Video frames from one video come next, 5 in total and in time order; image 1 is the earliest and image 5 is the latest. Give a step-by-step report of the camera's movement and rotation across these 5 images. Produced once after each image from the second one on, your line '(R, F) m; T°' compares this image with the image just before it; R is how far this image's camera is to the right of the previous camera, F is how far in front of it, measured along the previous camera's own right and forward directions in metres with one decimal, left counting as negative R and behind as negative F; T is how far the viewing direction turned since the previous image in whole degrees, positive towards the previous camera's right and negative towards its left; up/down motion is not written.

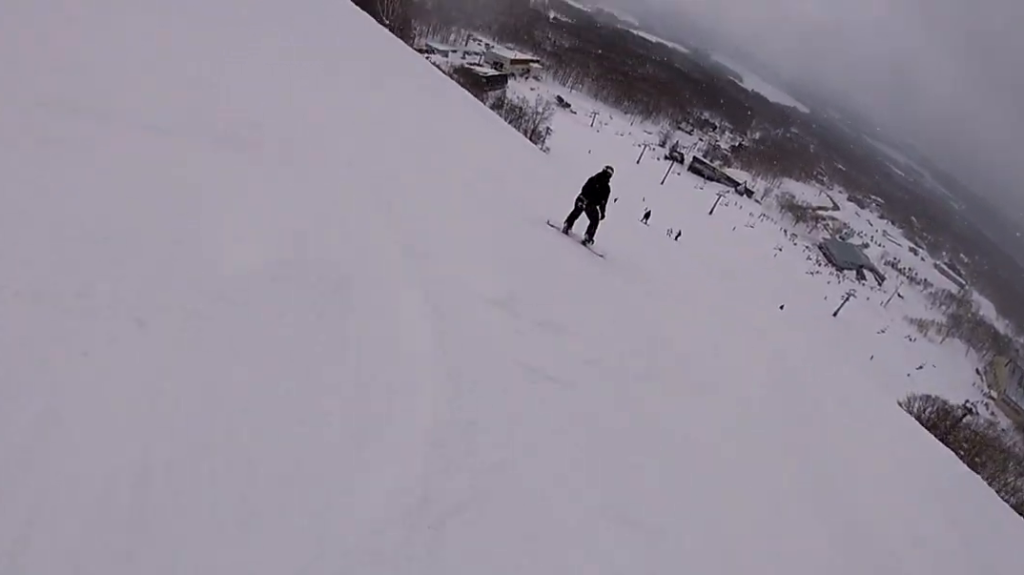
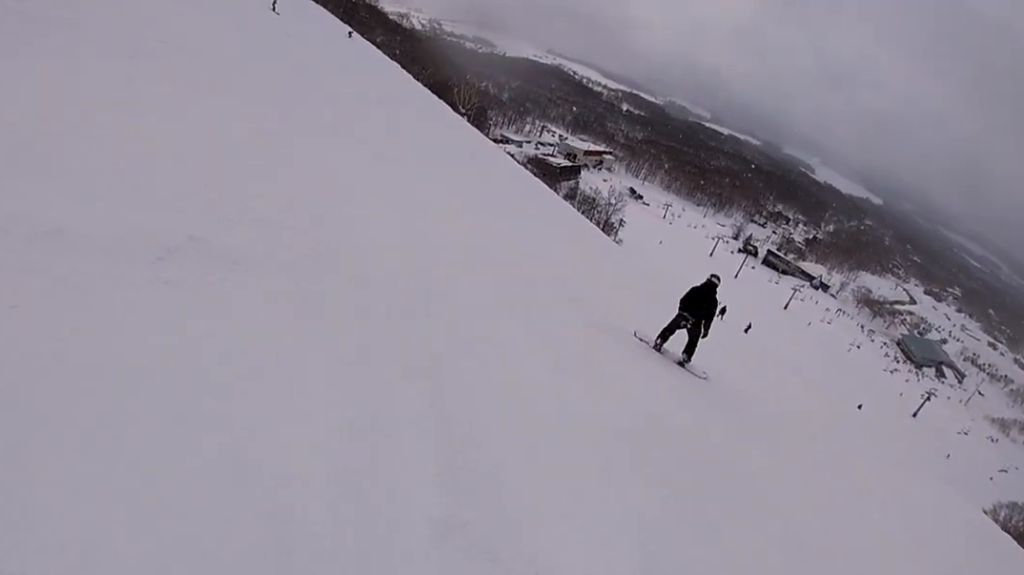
(-0.2, +2.3) m; -13°
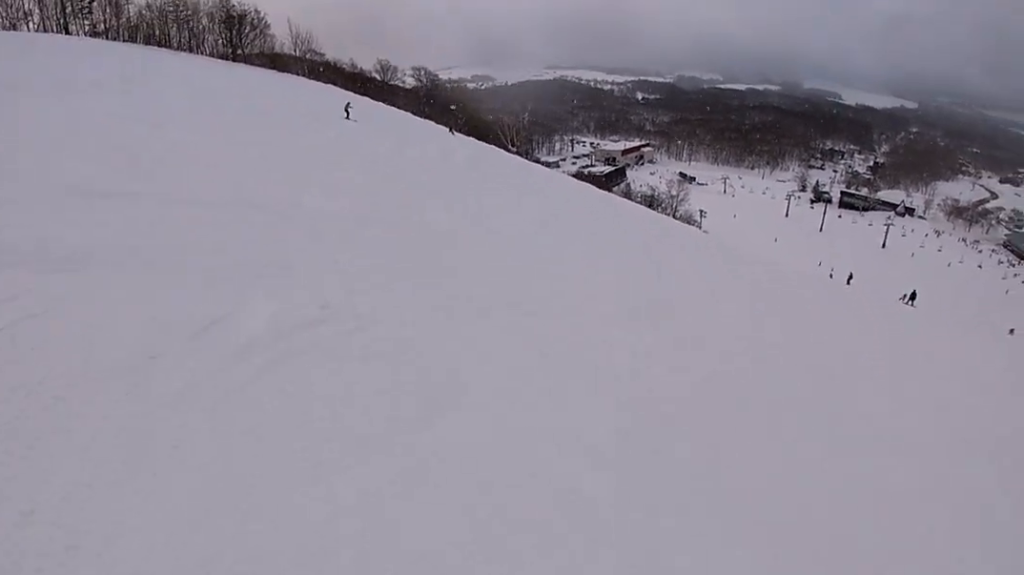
(-1.6, +13.8) m; -9°
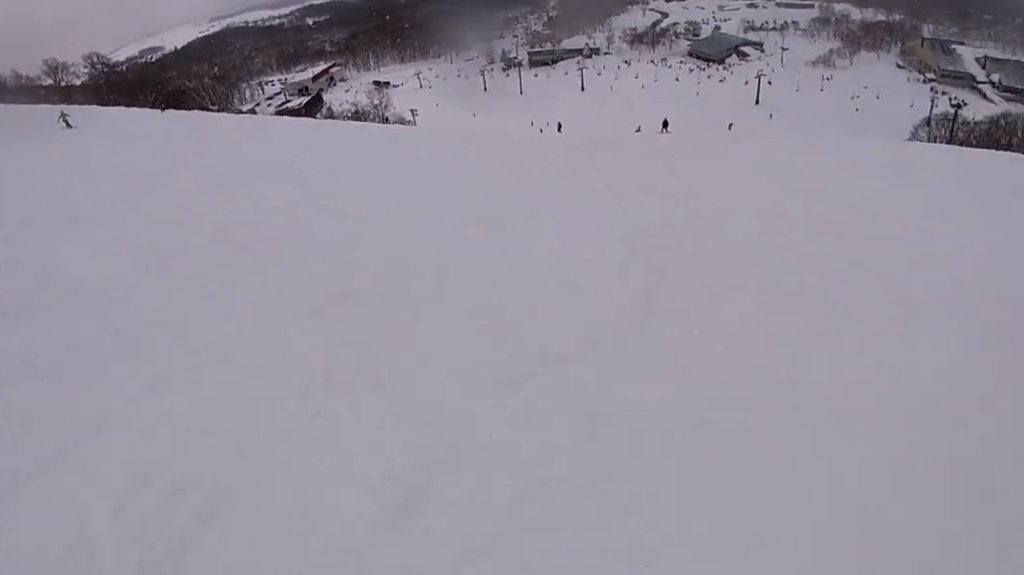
(-0.8, +4.5) m; +13°
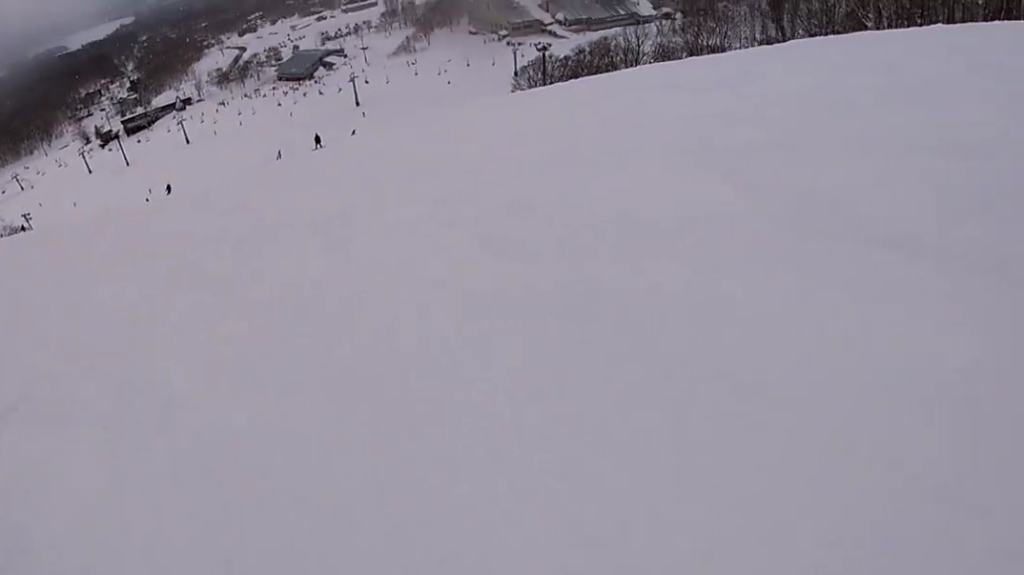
(+2.9, +6.1) m; +37°
